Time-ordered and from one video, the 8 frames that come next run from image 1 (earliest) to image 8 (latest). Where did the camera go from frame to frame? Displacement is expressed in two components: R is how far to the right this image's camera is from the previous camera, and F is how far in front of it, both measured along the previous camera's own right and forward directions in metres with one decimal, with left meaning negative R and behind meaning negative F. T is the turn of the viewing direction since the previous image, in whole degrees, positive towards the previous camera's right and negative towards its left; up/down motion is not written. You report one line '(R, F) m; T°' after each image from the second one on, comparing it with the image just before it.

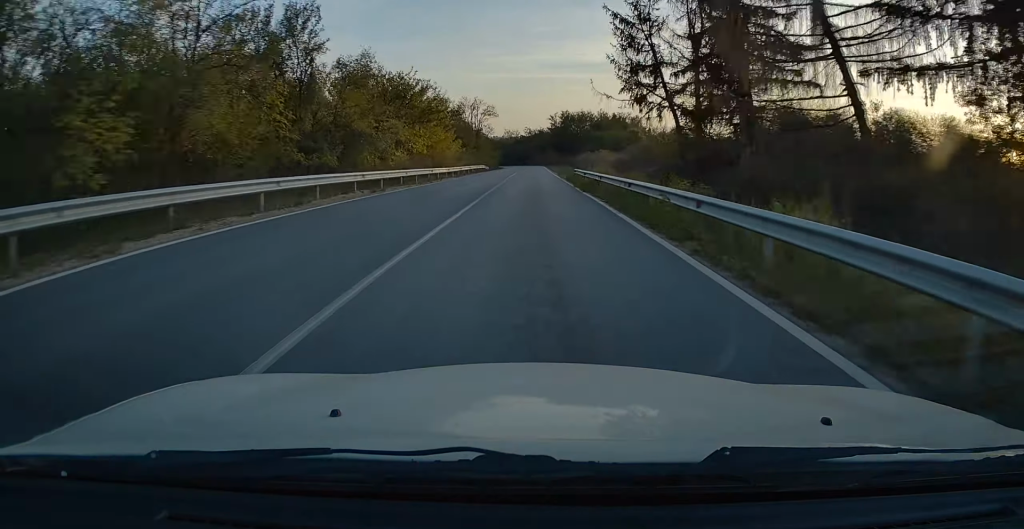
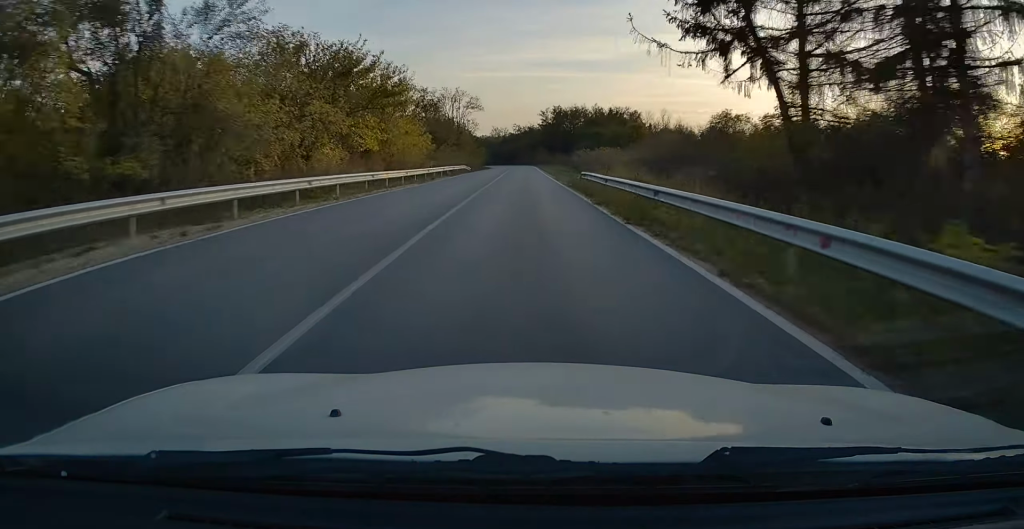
(+0.1, +13.2) m; +1°
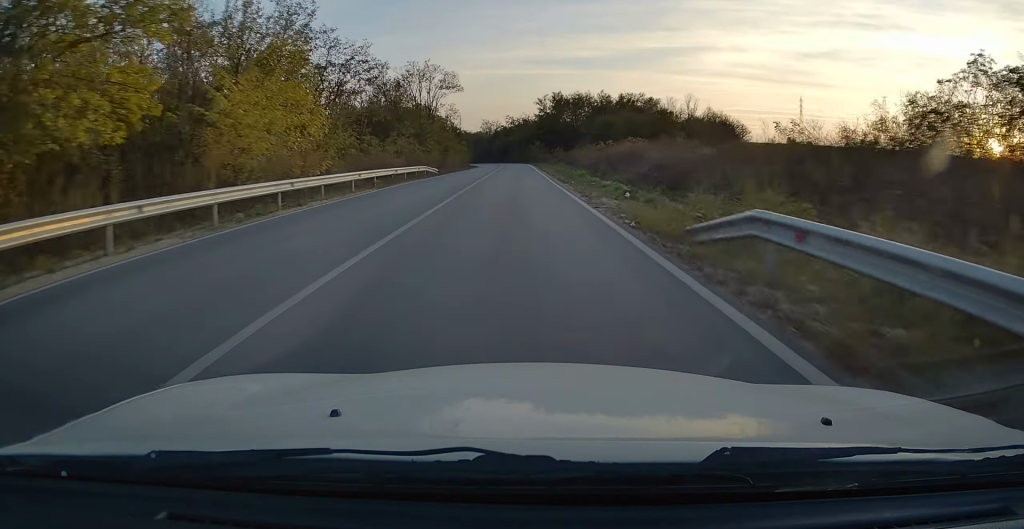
(+0.5, +24.4) m; 0°
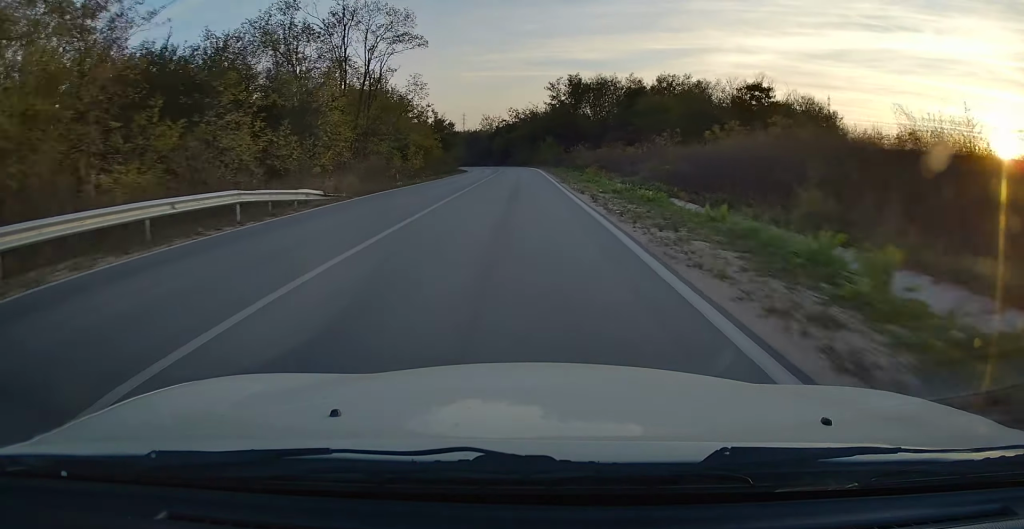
(-0.3, +30.9) m; -1°
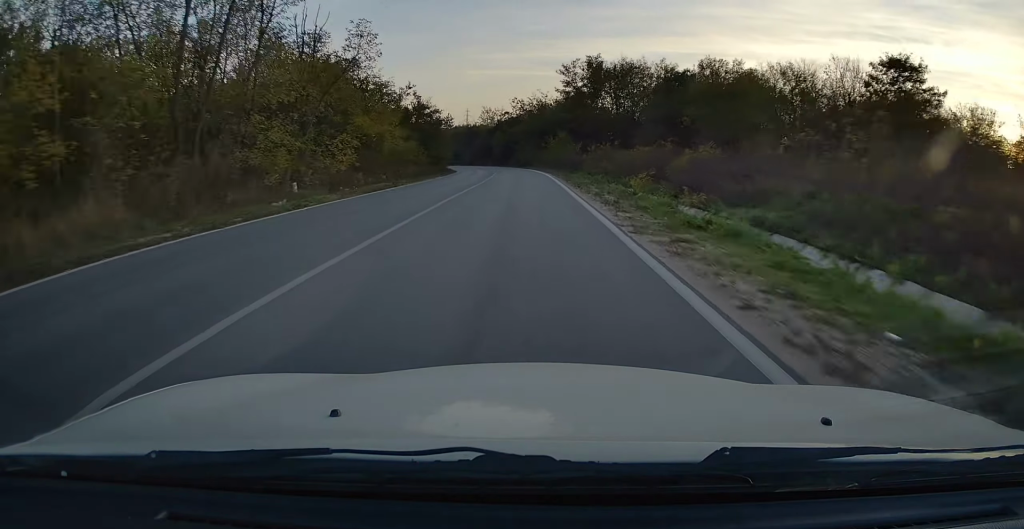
(-0.2, +19.6) m; -1°
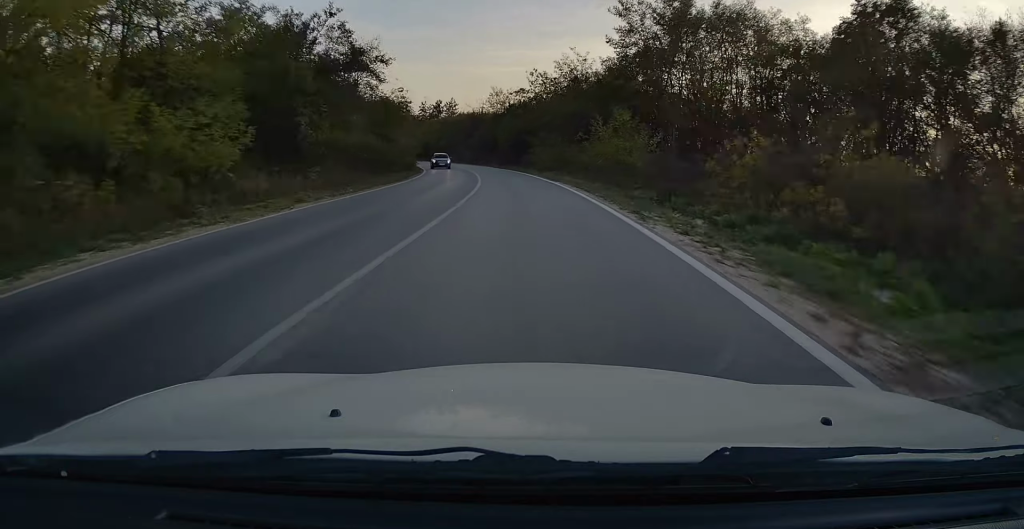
(-0.4, +35.0) m; -2°
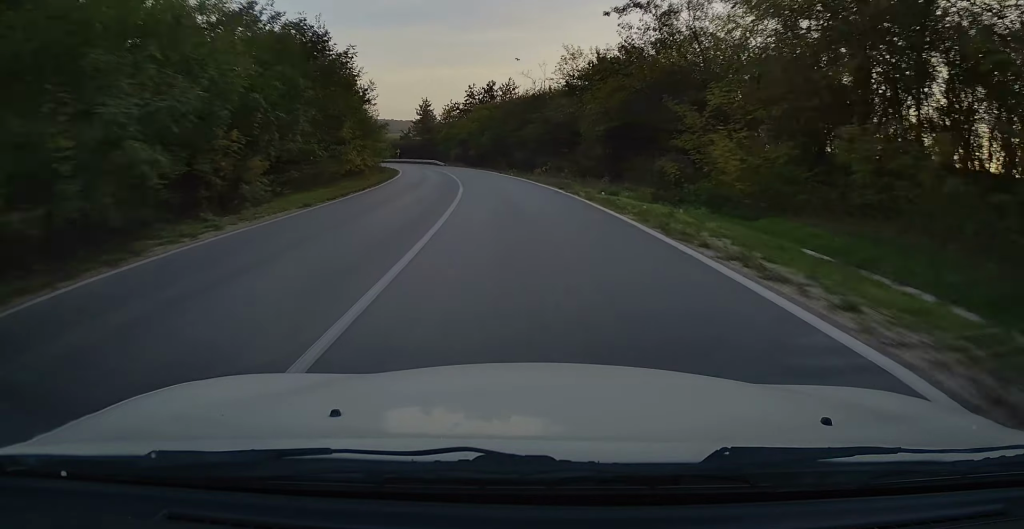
(-2.4, +44.2) m; -7°
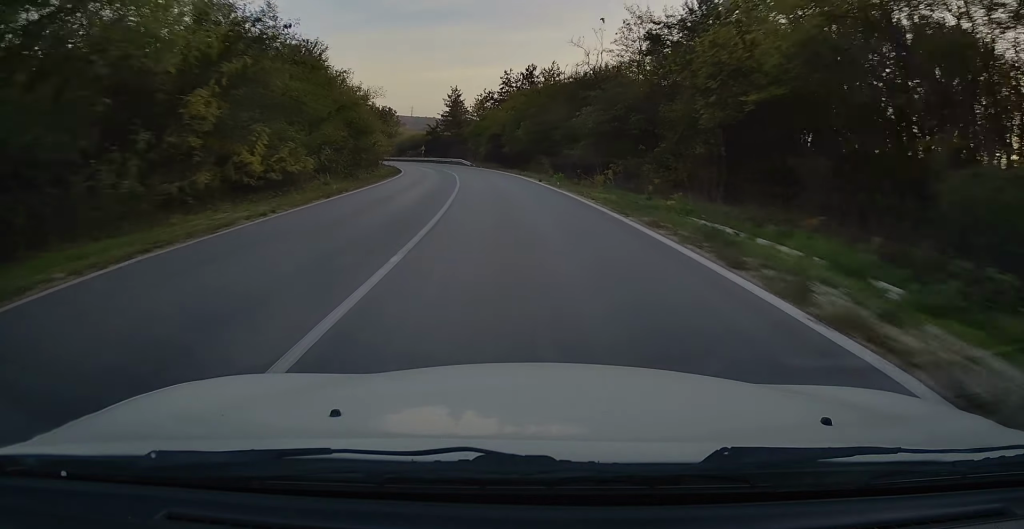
(-0.4, +17.9) m; -3°
